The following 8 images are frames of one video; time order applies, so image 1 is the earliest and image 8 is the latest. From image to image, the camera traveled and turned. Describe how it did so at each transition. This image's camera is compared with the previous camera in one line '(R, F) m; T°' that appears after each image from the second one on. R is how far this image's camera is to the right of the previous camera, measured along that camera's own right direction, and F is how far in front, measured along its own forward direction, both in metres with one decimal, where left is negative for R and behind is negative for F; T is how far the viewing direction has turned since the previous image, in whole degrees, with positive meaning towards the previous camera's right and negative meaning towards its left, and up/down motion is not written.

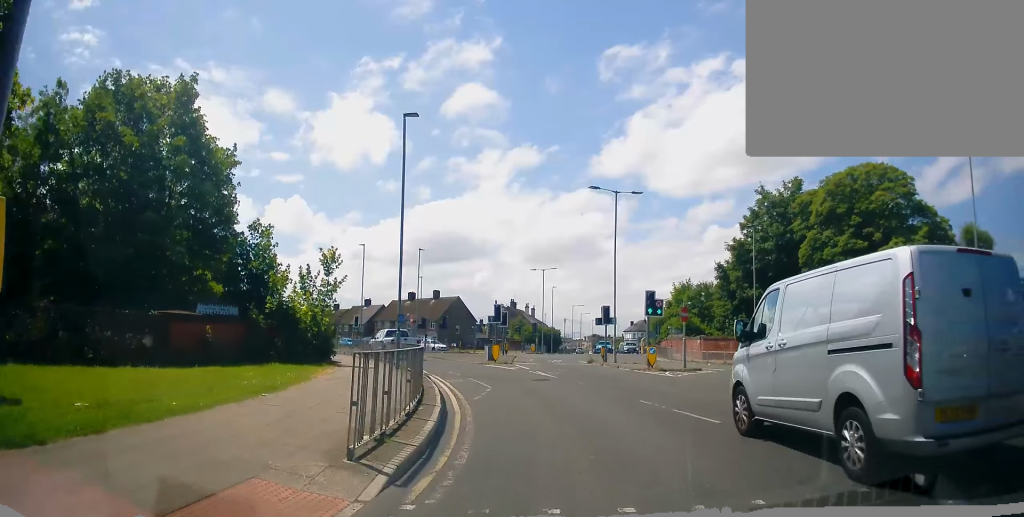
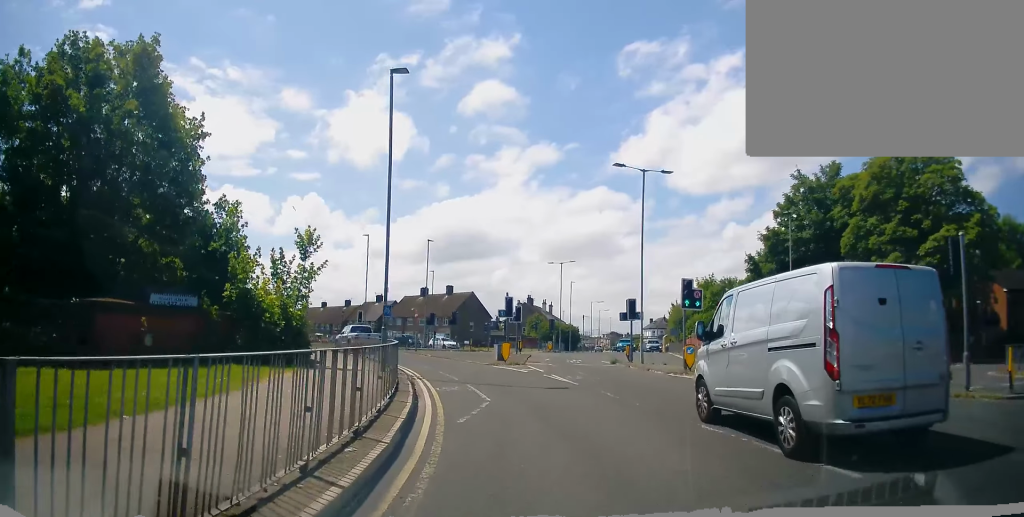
(+0.3, +4.3) m; +1°
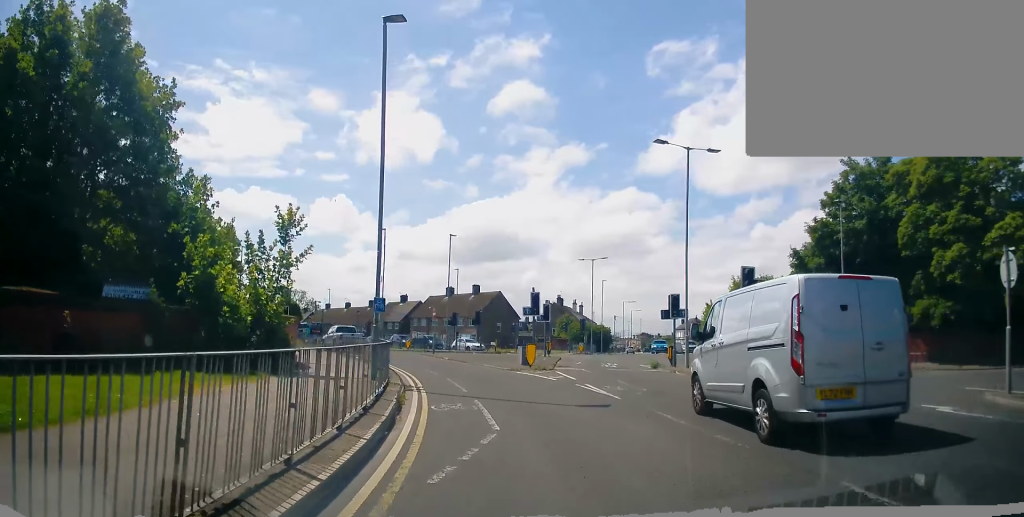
(0.0, +4.0) m; -2°
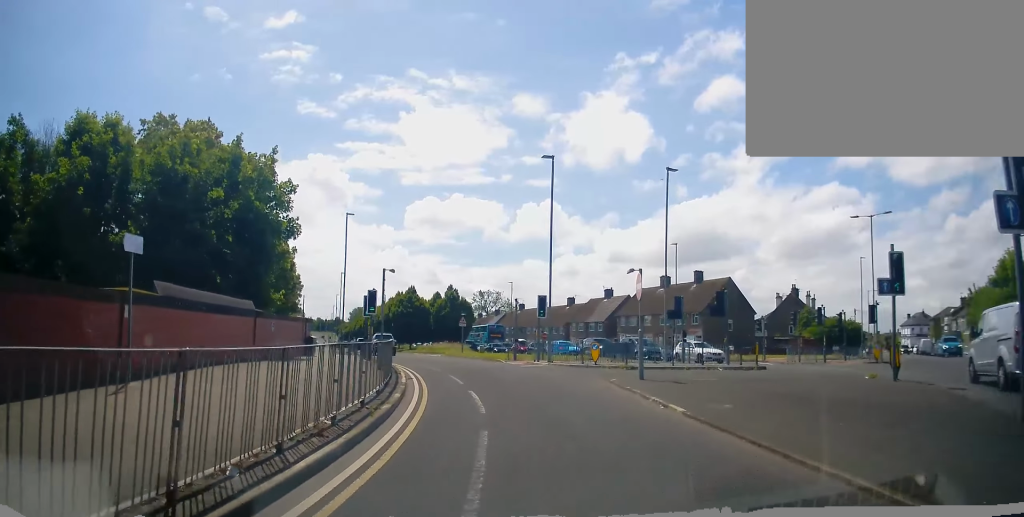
(-4.8, +22.0) m; -22°
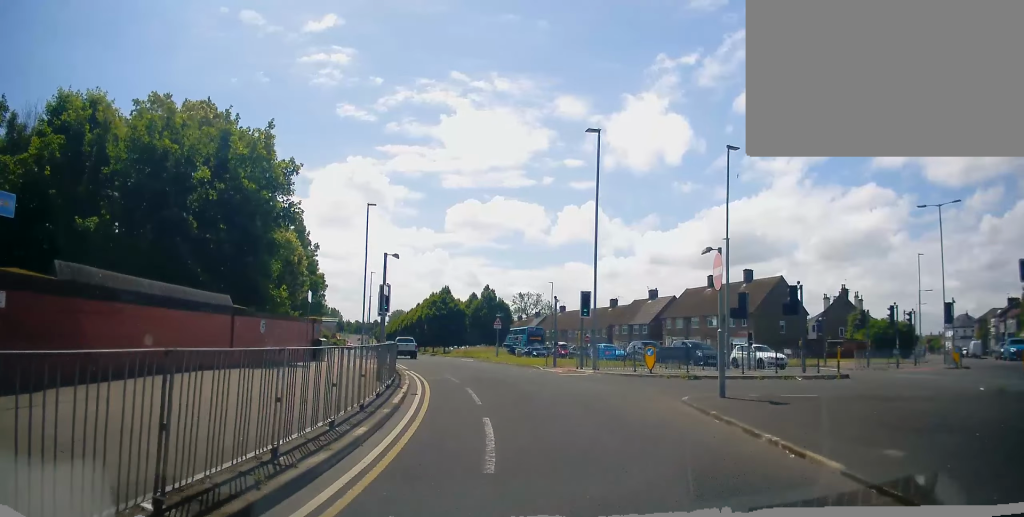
(0.0, +4.3) m; -4°
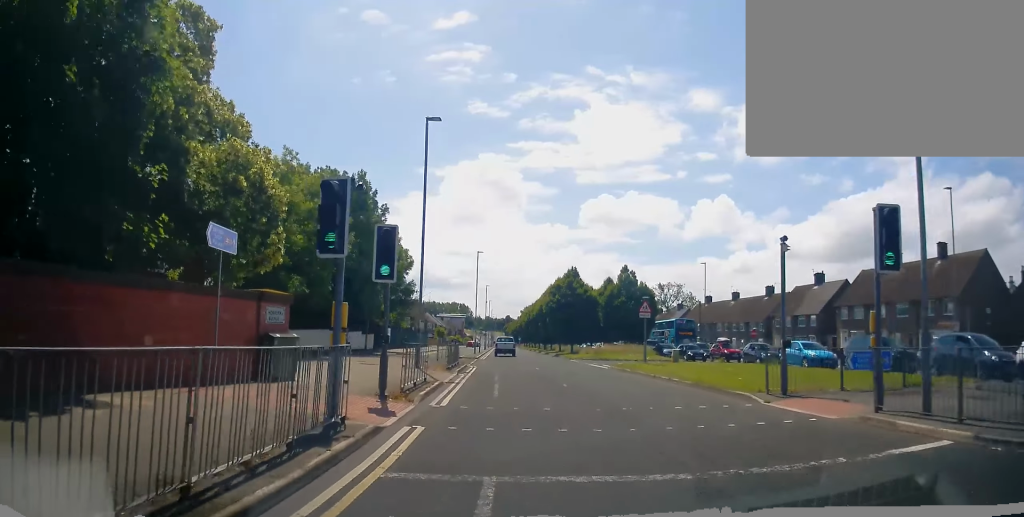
(-2.0, +16.2) m; -12°
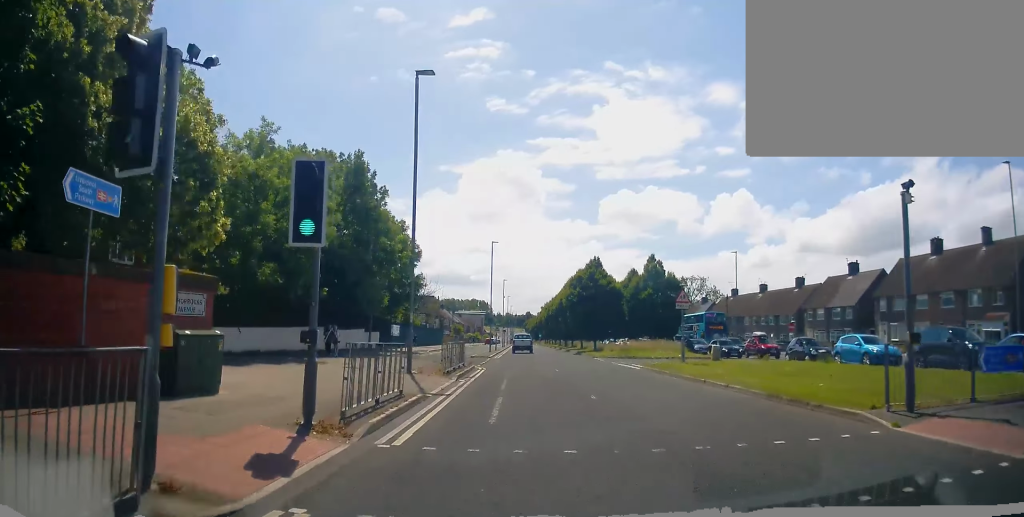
(0.0, +4.5) m; -2°
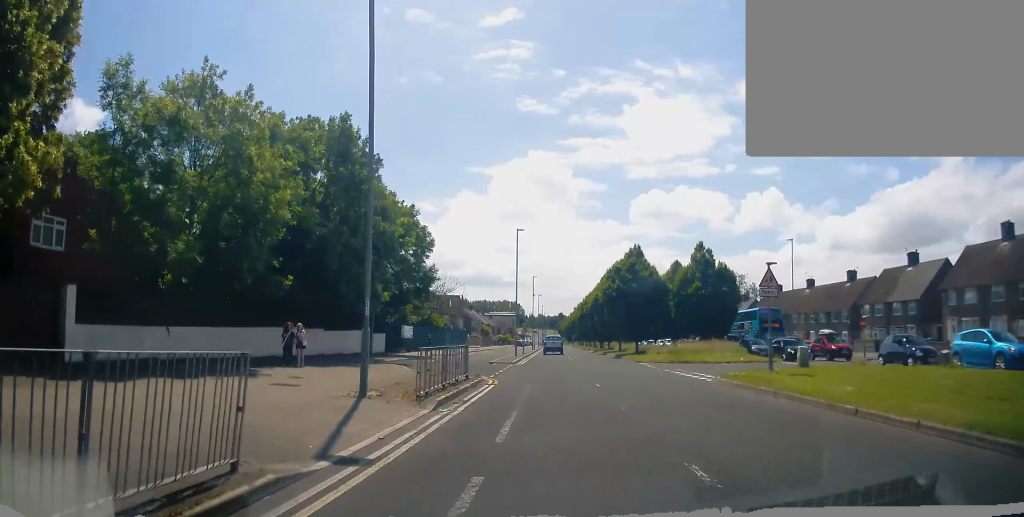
(-0.2, +7.4) m; -3°
